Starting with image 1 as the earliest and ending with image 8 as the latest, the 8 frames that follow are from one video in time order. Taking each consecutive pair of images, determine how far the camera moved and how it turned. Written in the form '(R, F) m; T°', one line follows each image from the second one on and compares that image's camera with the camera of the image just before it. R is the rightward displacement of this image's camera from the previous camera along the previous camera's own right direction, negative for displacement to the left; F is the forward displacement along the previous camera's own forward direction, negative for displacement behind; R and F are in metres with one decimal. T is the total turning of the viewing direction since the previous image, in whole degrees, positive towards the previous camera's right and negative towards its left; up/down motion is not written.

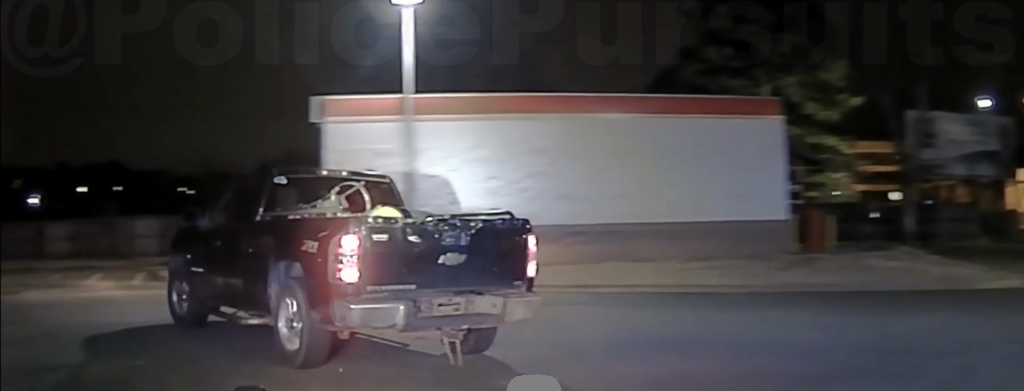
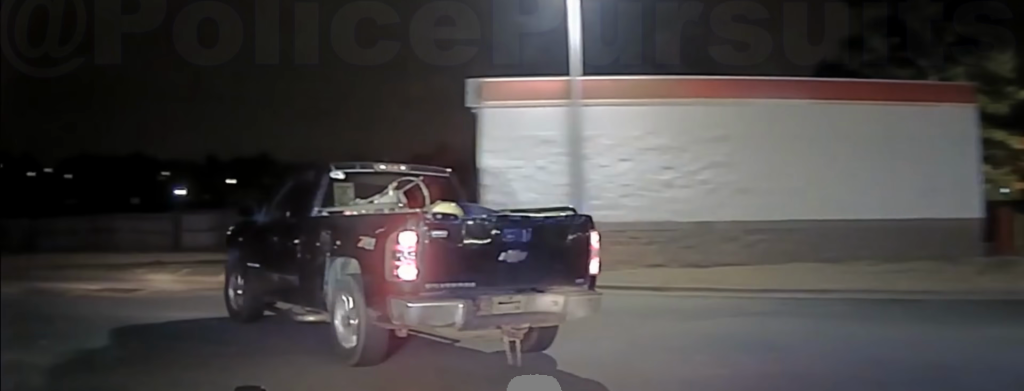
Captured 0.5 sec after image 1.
(0.0, +2.3) m; -11°
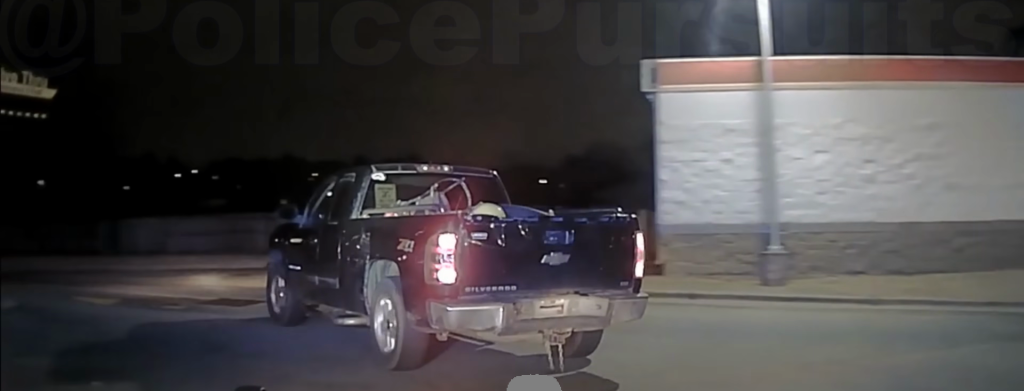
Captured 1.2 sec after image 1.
(-0.5, +3.2) m; -7°
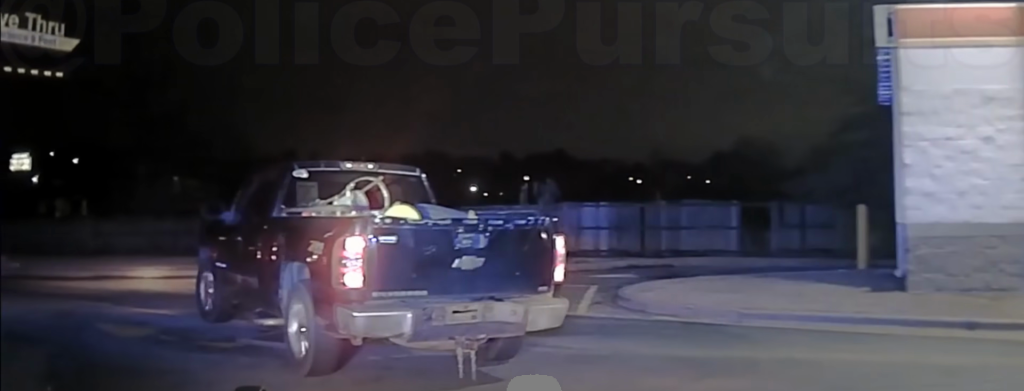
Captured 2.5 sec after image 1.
(-0.4, +5.5) m; -5°
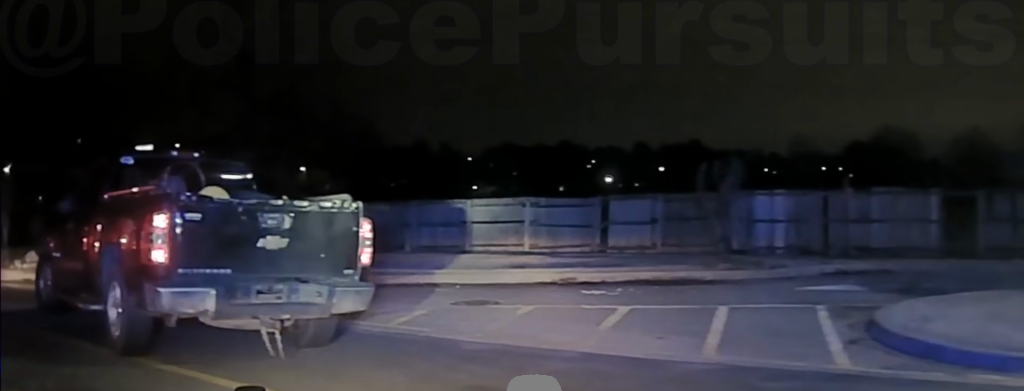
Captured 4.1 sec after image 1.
(-0.3, +4.9) m; -13°
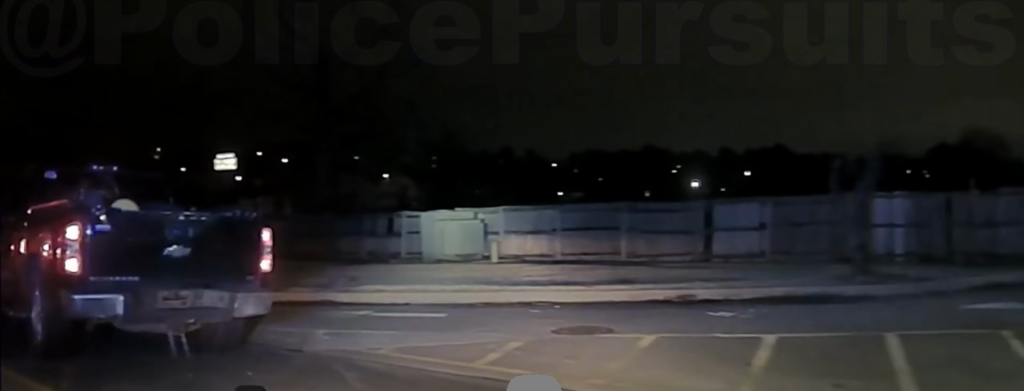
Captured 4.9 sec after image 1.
(-0.2, +2.1) m; -9°
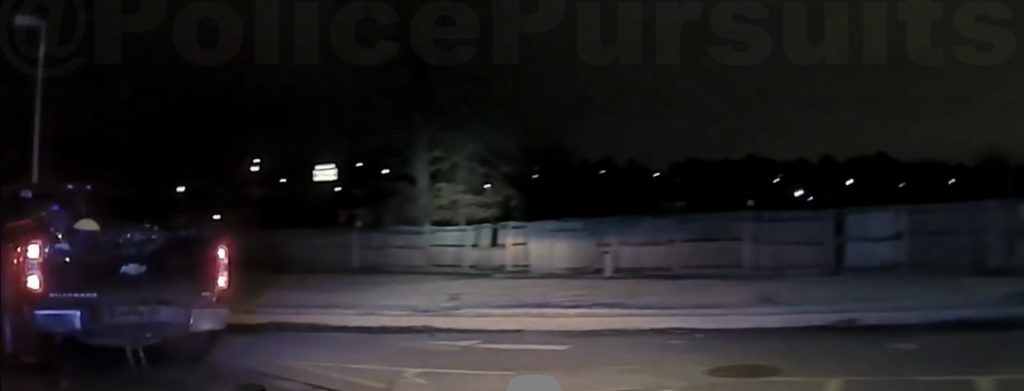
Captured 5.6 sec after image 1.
(-0.1, +1.6) m; -4°
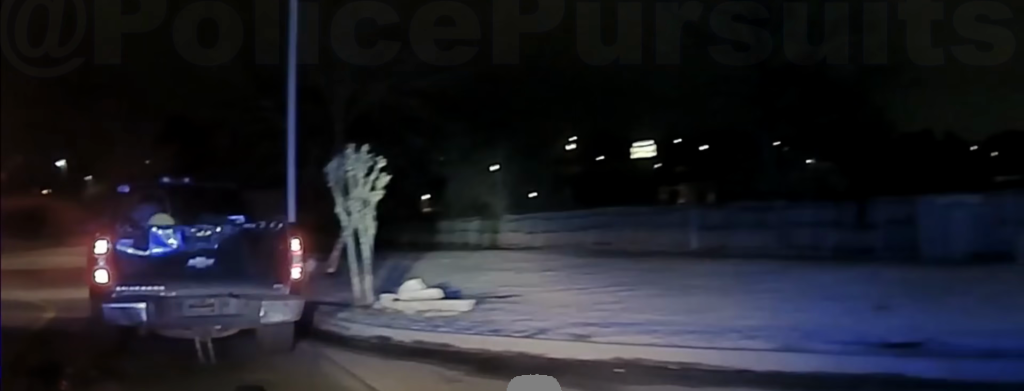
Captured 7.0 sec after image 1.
(-0.3, +3.5) m; -13°
